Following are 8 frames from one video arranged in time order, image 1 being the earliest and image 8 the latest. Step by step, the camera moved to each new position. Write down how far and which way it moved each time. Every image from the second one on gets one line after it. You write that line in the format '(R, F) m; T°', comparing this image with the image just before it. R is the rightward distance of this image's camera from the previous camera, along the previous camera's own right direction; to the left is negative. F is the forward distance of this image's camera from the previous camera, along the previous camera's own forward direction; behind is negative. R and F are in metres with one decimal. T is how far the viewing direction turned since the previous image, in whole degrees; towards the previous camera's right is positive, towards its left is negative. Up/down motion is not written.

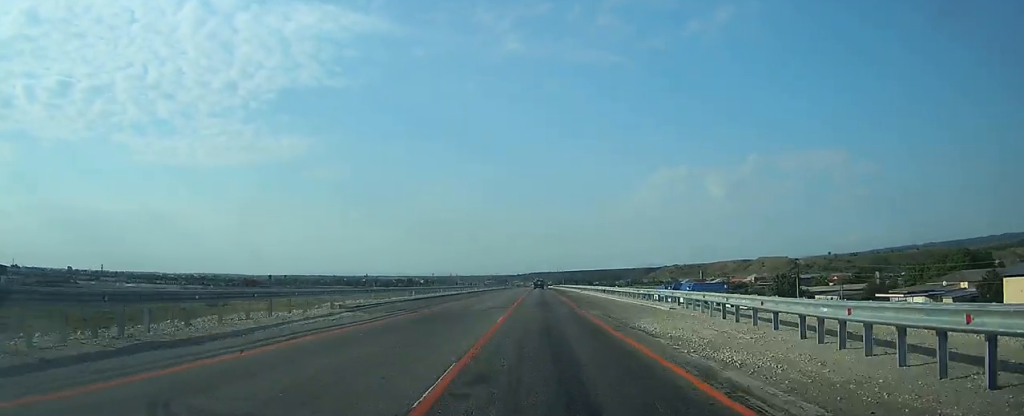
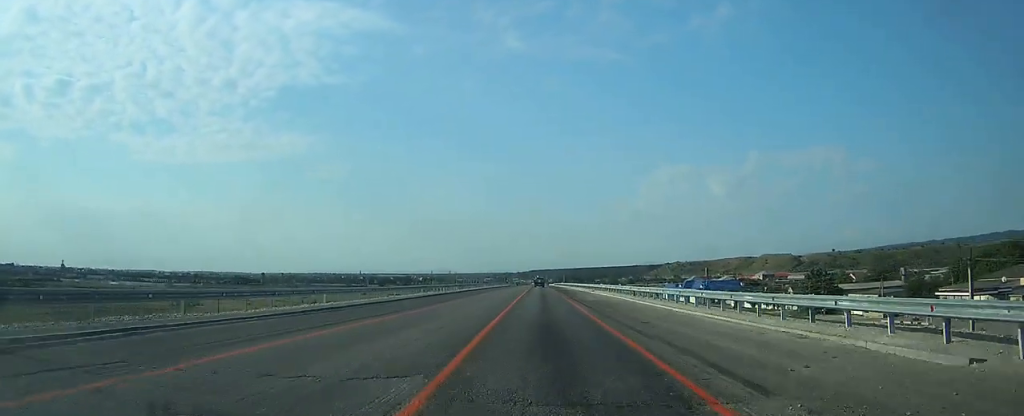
(+0.1, +20.4) m; 0°
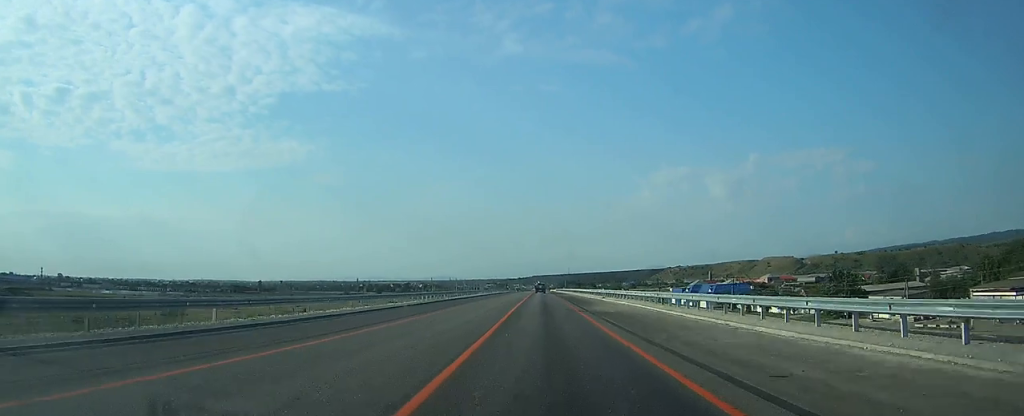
(+0.1, +10.2) m; 0°
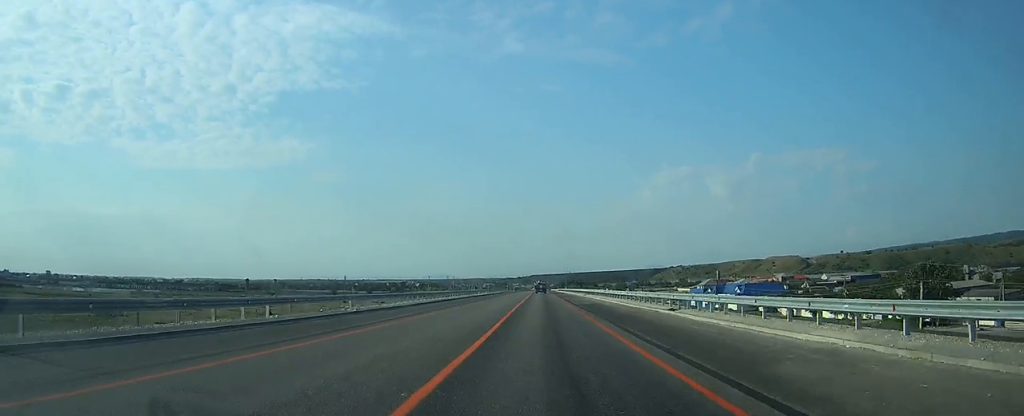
(+0.1, +32.1) m; 0°
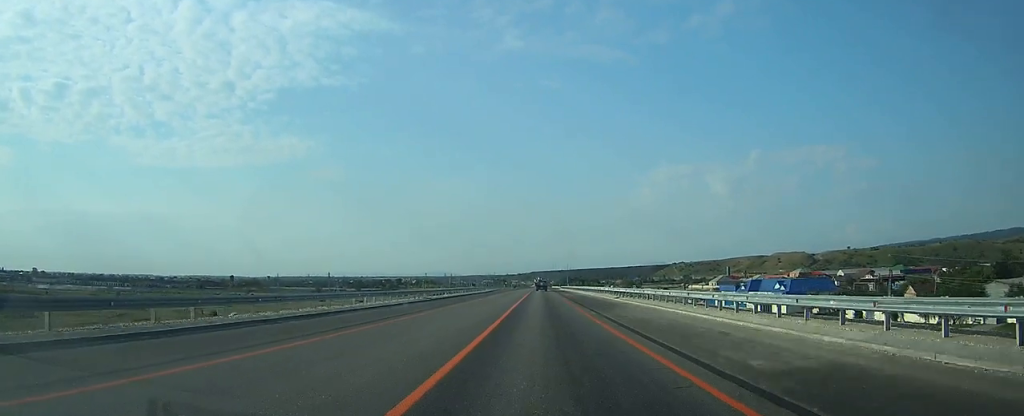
(0.0, +35.3) m; 0°
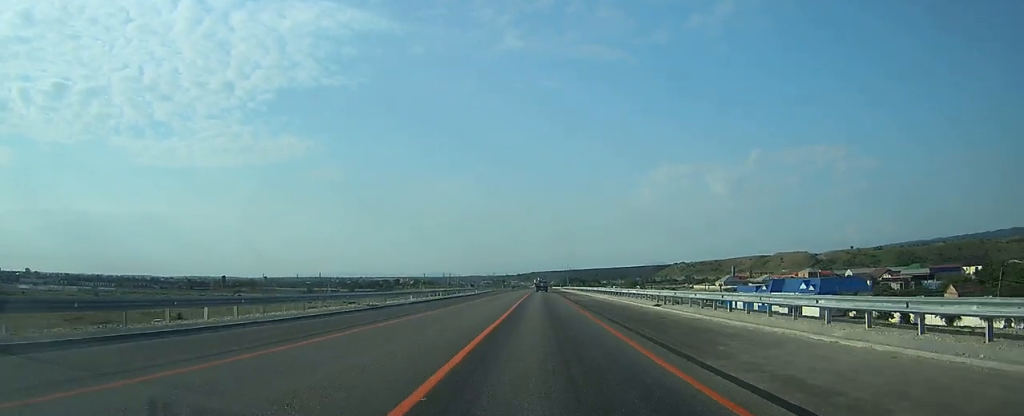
(0.0, +17.3) m; 0°
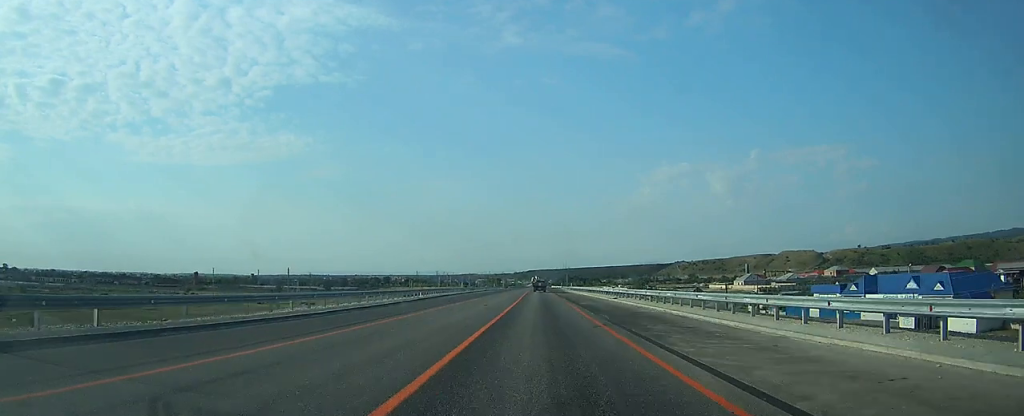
(0.0, +49.2) m; 0°
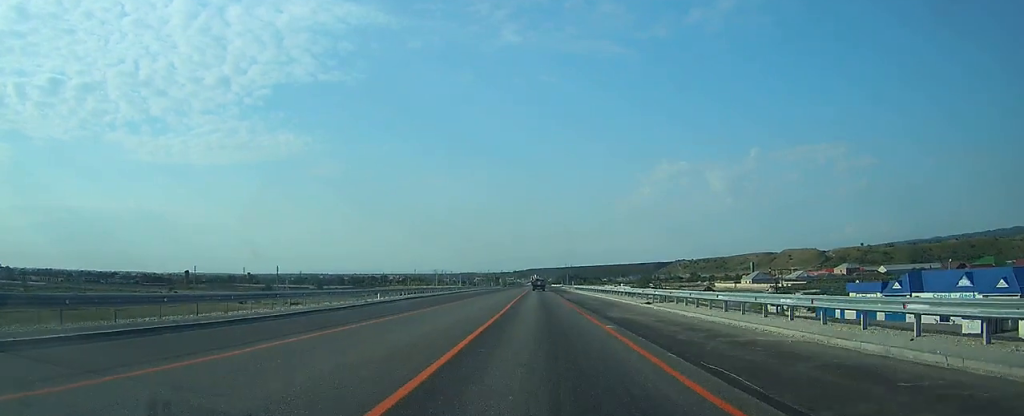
(0.0, +15.4) m; 0°
